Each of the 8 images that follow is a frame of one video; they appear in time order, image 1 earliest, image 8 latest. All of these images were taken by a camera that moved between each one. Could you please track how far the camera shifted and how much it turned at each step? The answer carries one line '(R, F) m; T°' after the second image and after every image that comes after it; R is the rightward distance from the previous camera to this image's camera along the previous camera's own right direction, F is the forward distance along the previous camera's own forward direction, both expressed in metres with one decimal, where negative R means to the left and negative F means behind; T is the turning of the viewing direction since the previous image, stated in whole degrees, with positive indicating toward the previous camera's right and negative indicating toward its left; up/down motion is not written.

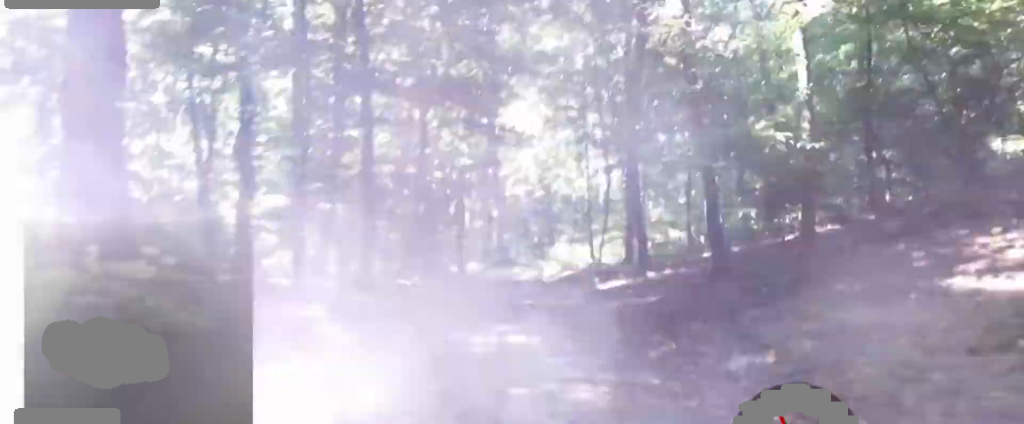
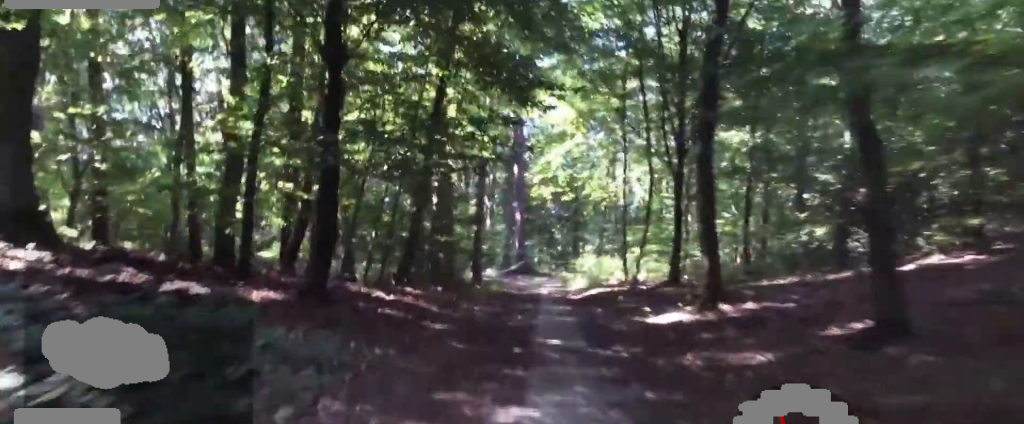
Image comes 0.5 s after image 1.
(0.0, +4.0) m; +2°
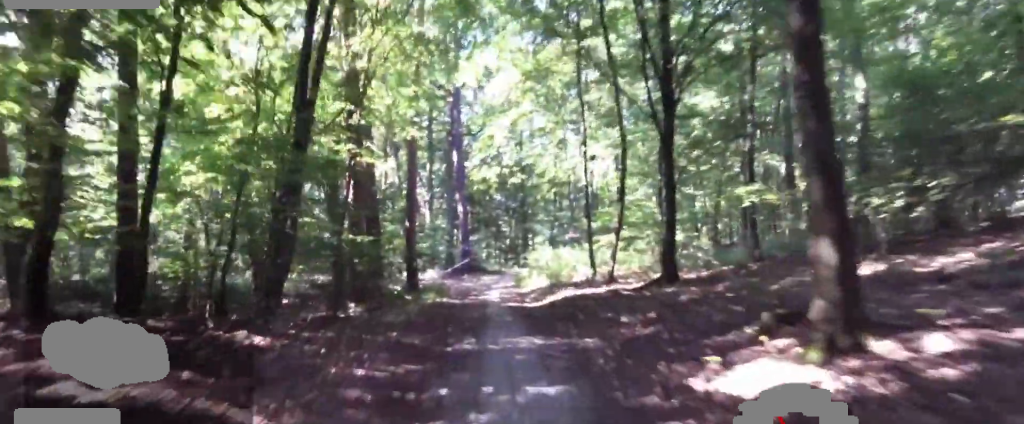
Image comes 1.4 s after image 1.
(-0.2, +6.2) m; +11°
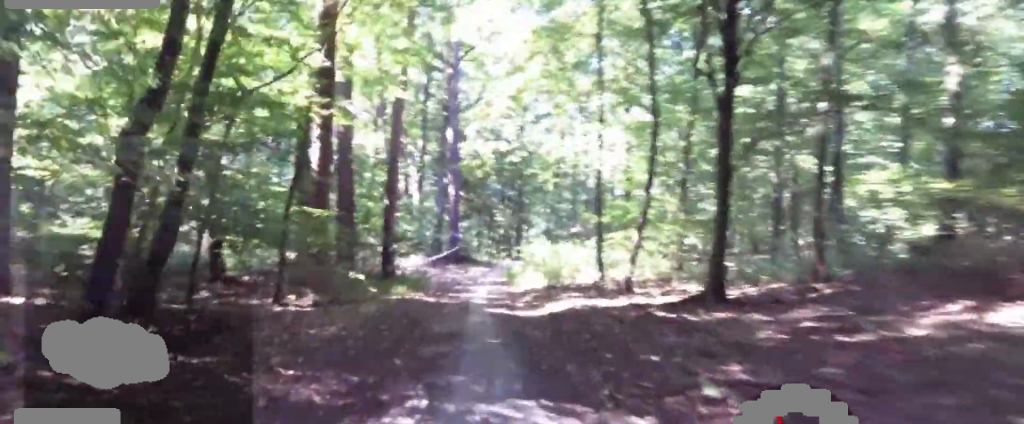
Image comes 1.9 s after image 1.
(+1.0, +3.9) m; +1°
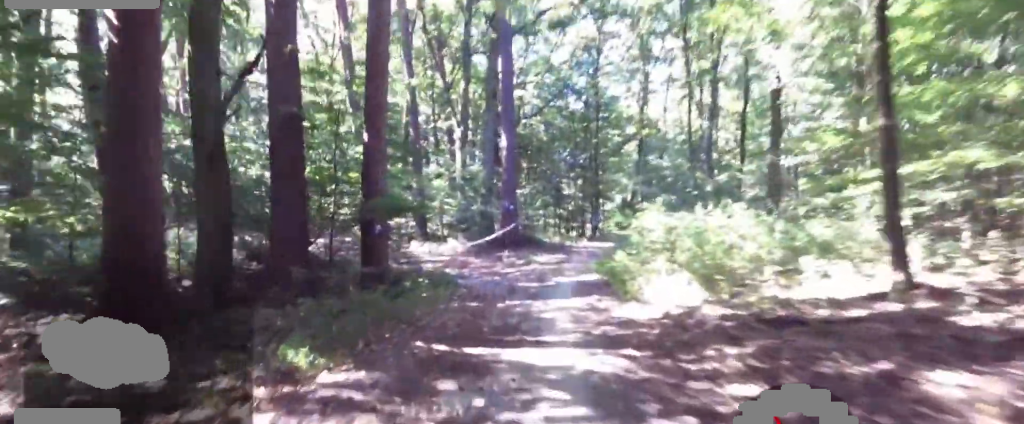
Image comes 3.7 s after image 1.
(-0.8, +11.2) m; -6°
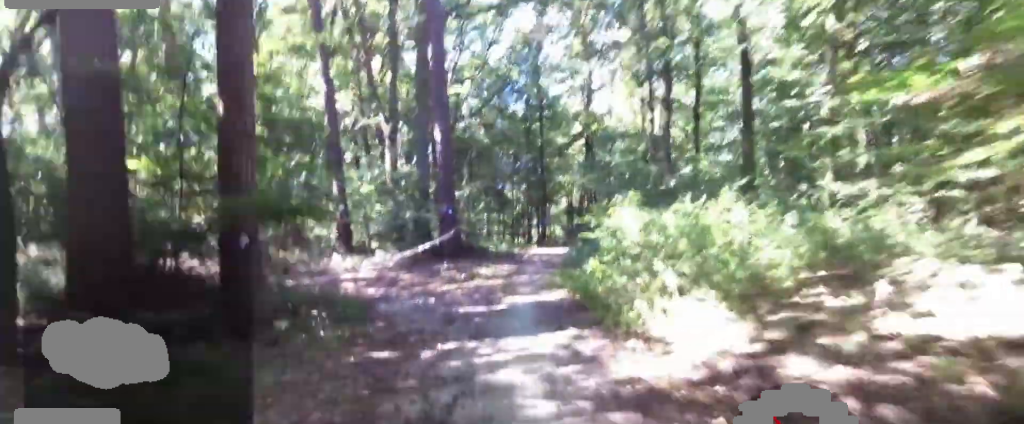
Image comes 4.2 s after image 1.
(+0.4, +3.2) m; 0°
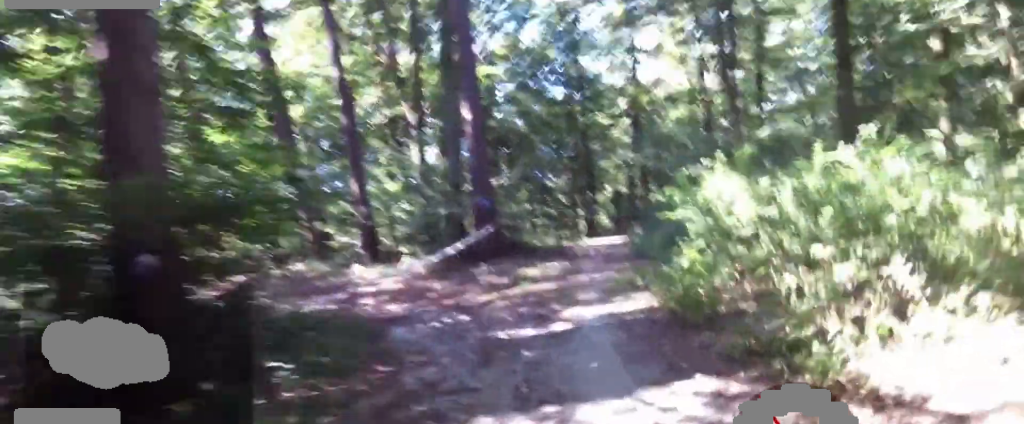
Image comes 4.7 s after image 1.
(-0.2, +2.7) m; 0°
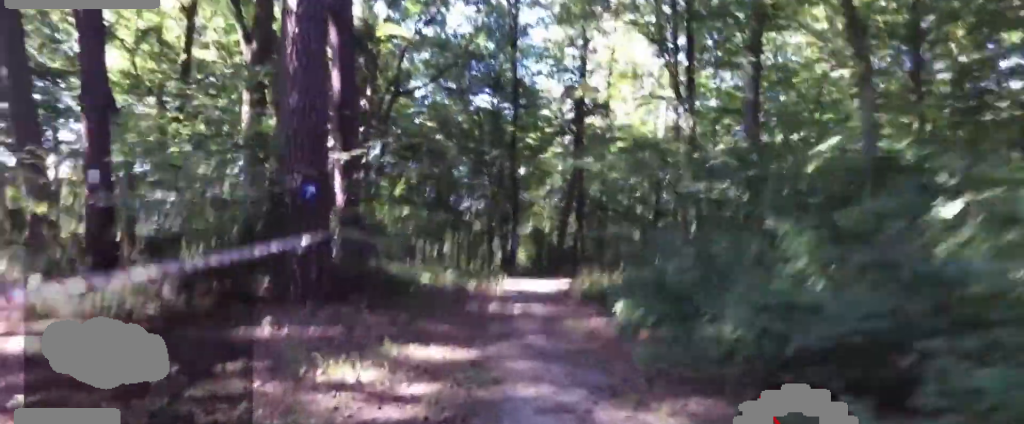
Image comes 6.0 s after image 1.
(0.0, +7.5) m; +3°
